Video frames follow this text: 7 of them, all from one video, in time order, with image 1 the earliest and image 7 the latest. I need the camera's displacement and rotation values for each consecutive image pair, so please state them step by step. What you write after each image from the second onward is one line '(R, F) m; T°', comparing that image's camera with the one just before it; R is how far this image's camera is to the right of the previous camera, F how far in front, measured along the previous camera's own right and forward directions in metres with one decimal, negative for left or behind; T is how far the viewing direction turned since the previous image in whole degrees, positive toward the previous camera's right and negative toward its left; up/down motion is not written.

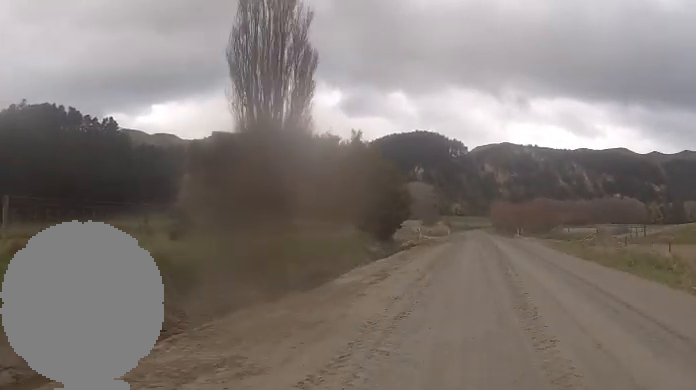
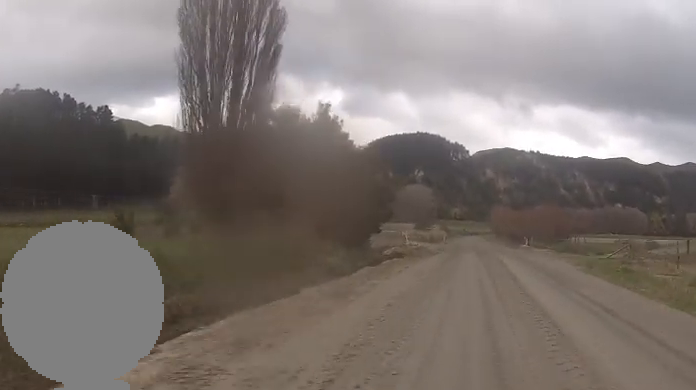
(0.0, +10.3) m; 0°
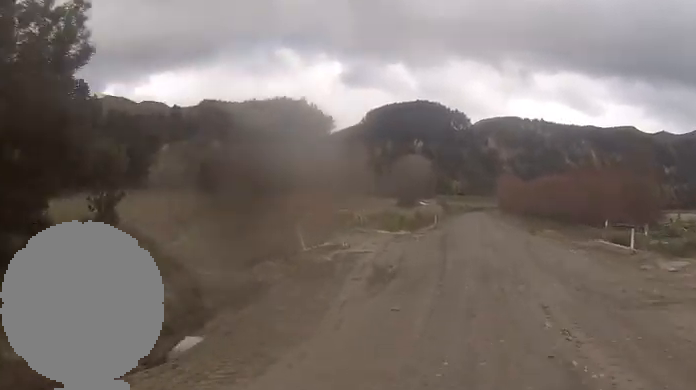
(0.0, +28.6) m; 0°
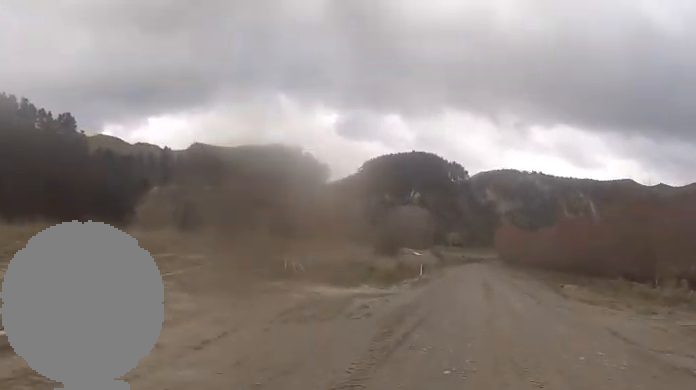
(0.0, +13.7) m; 0°
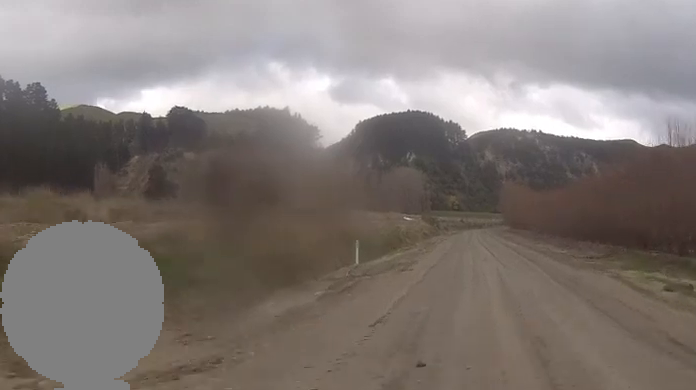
(0.0, +26.4) m; 0°
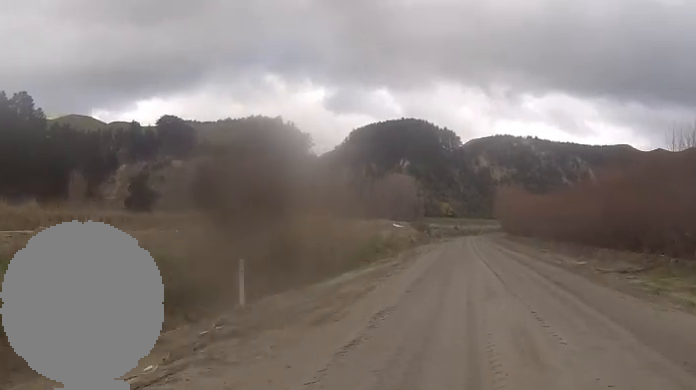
(0.0, +10.4) m; 0°
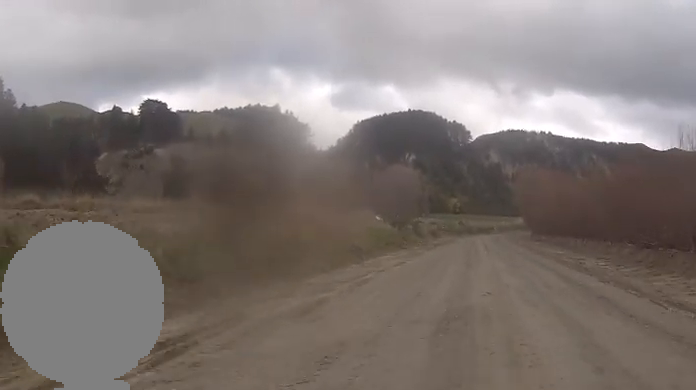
(0.0, +38.7) m; 0°
